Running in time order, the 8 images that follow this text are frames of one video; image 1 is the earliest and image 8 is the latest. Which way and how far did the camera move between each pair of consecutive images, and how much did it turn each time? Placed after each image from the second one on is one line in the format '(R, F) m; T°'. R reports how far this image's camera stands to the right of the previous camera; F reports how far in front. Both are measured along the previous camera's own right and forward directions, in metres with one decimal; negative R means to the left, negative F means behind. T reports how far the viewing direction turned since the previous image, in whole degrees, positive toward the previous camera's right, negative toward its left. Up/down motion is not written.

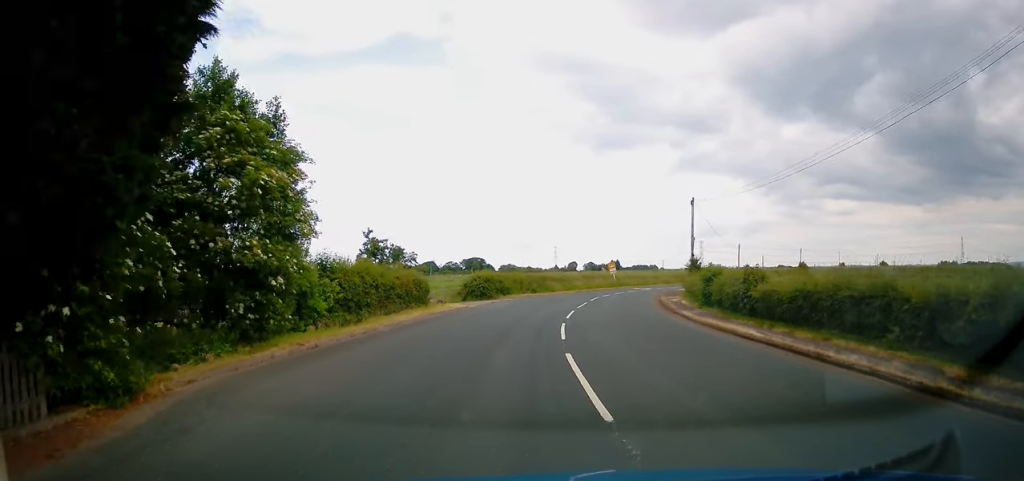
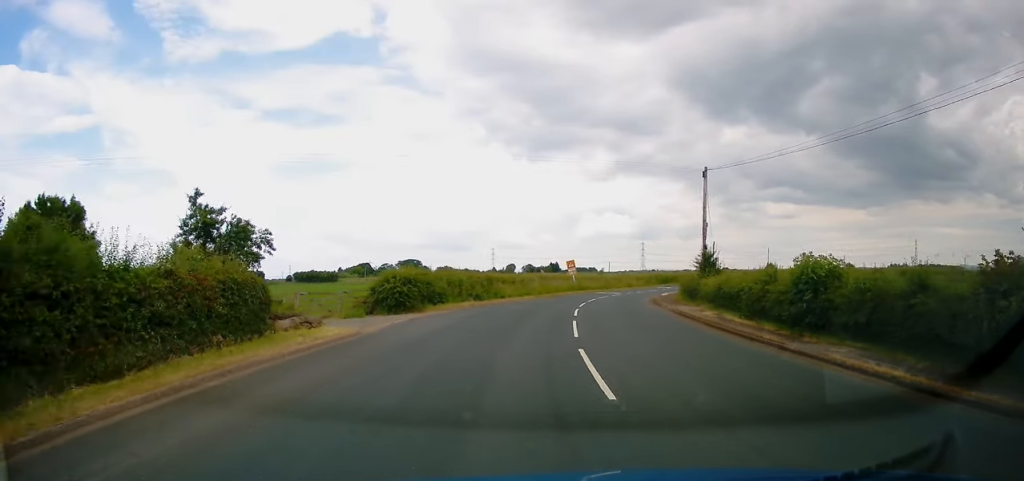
(+0.7, +15.9) m; +6°
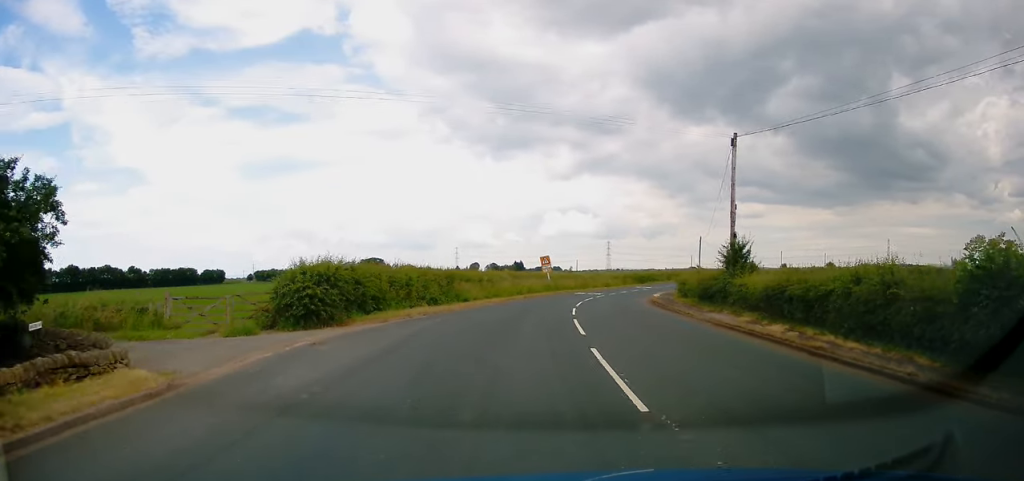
(+0.5, +9.4) m; +3°
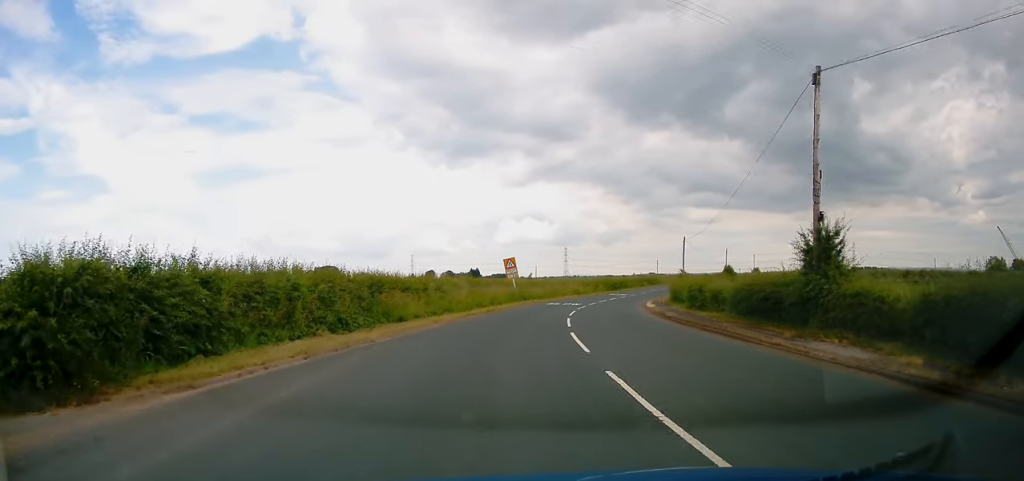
(+0.4, +10.8) m; +4°
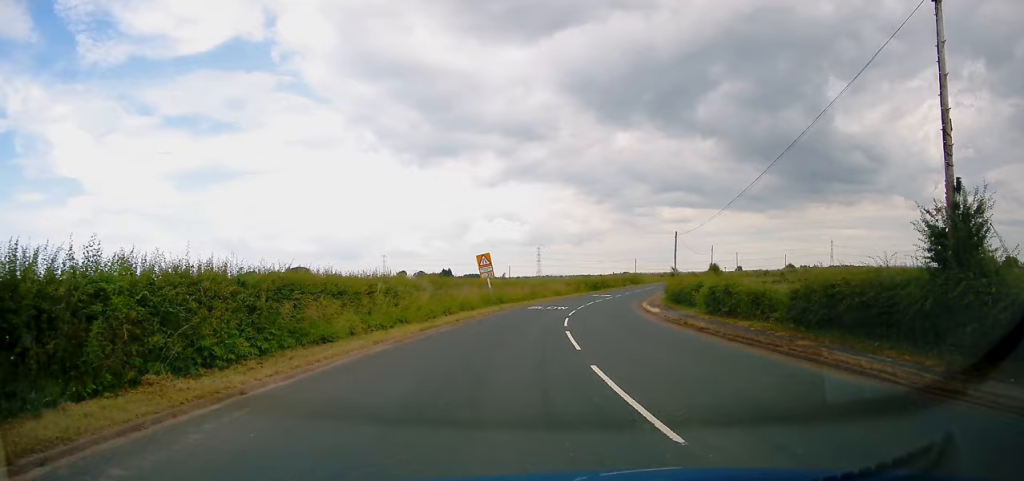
(-0.2, +7.6) m; +3°
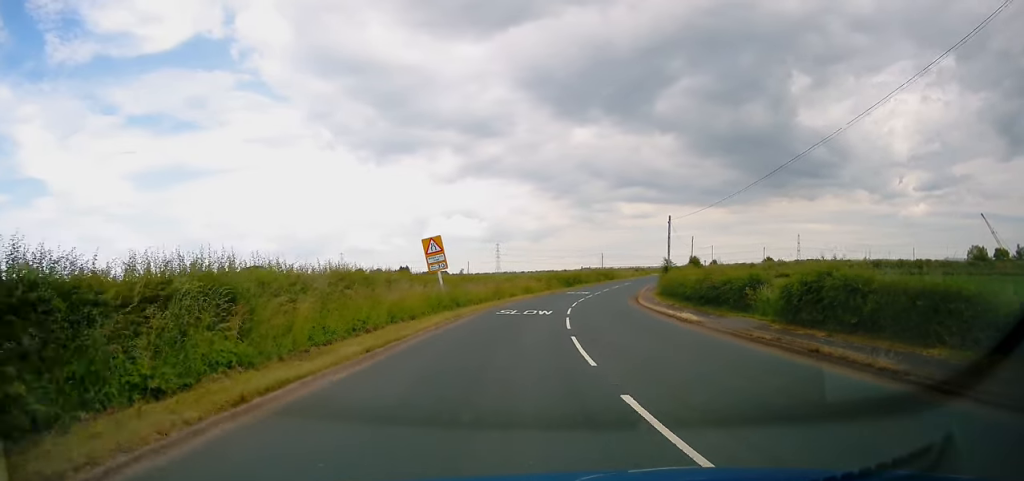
(+1.0, +11.9) m; +4°
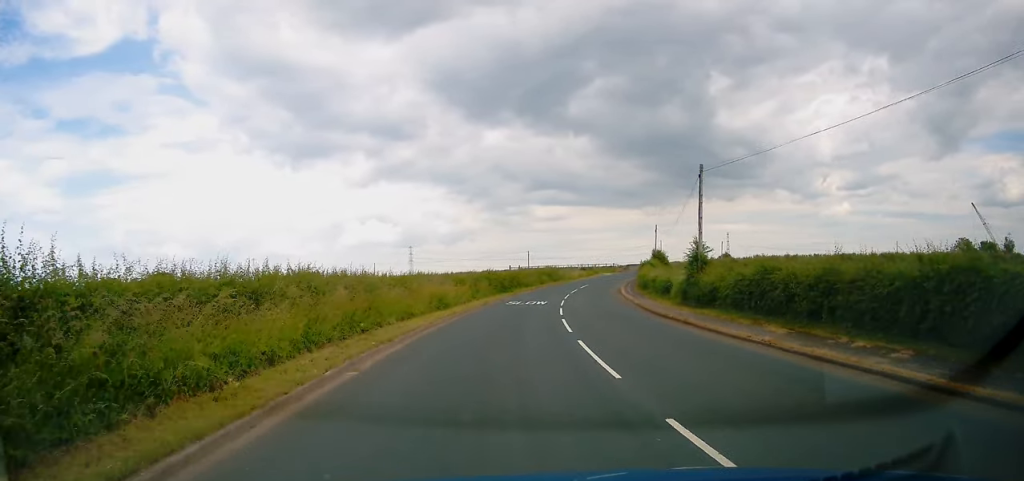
(+1.4, +27.1) m; +7°
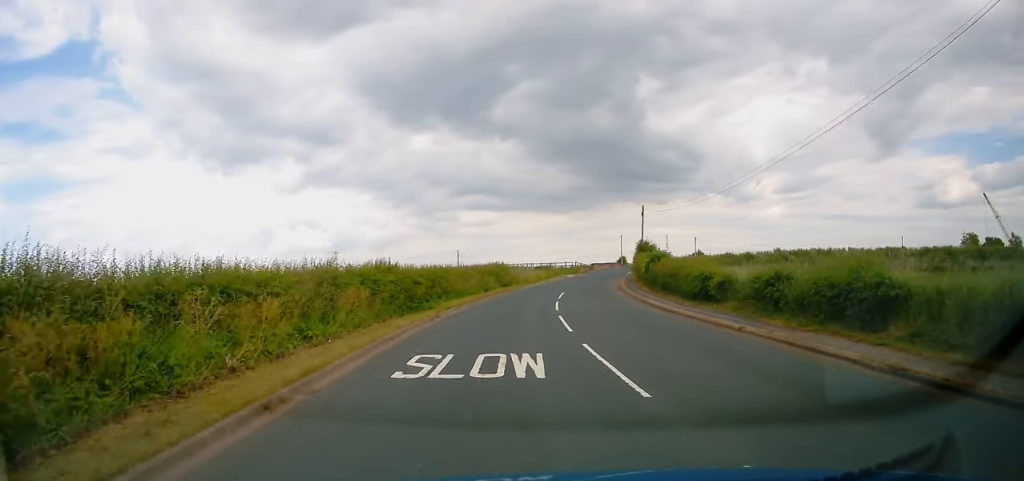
(+1.8, +27.5) m; +7°
